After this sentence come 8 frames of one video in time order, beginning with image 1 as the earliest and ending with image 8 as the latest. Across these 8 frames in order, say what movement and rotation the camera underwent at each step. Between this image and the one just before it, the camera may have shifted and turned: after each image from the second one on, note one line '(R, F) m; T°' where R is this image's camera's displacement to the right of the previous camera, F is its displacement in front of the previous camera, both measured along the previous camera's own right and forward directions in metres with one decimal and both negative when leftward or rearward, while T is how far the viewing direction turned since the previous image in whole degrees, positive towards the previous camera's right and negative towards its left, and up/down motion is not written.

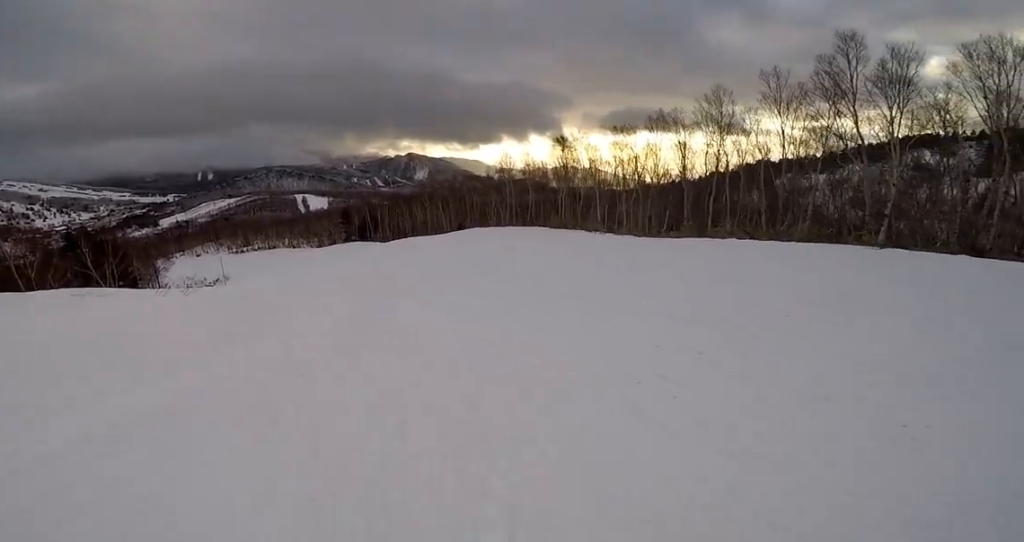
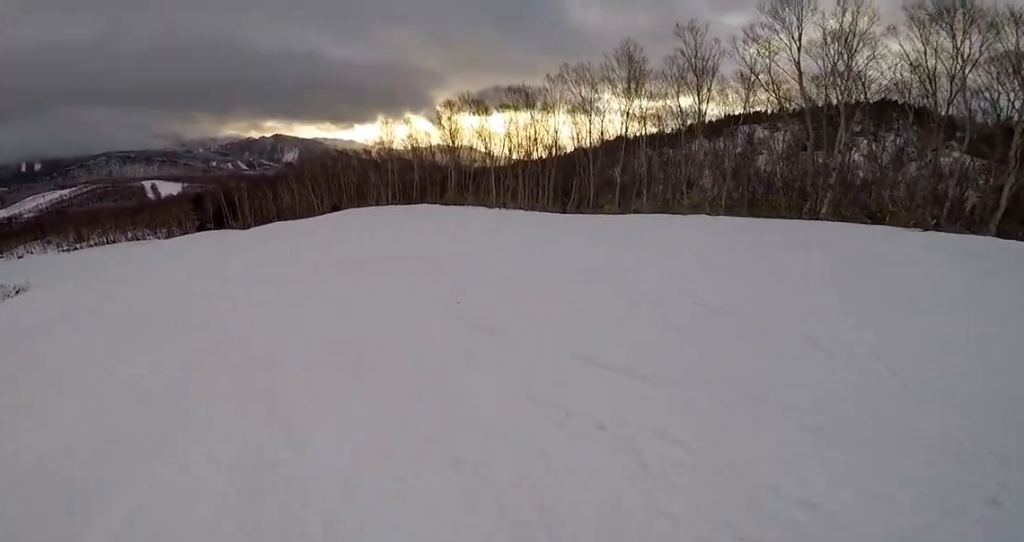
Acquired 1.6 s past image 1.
(+1.6, +5.7) m; +20°
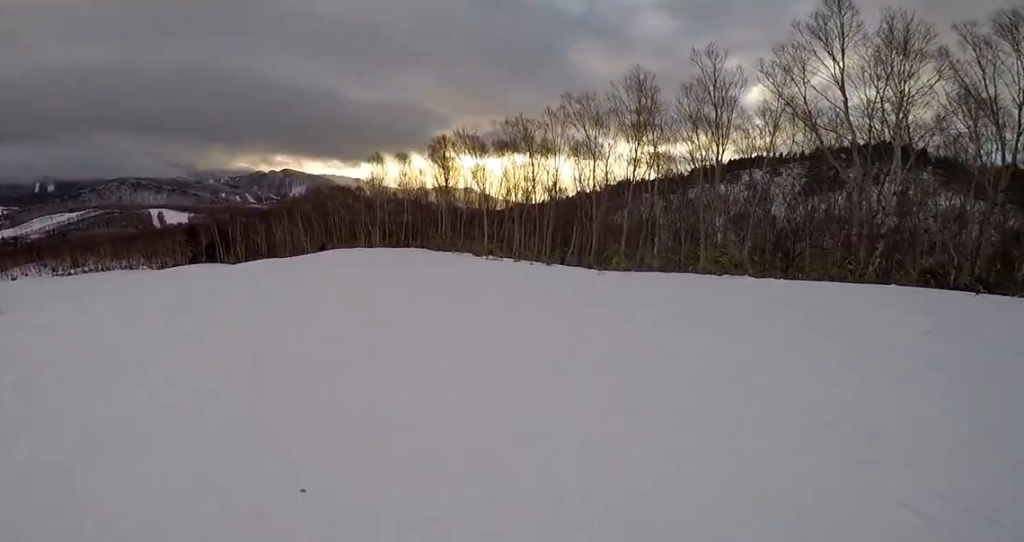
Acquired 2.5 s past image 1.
(+0.5, +3.9) m; +11°
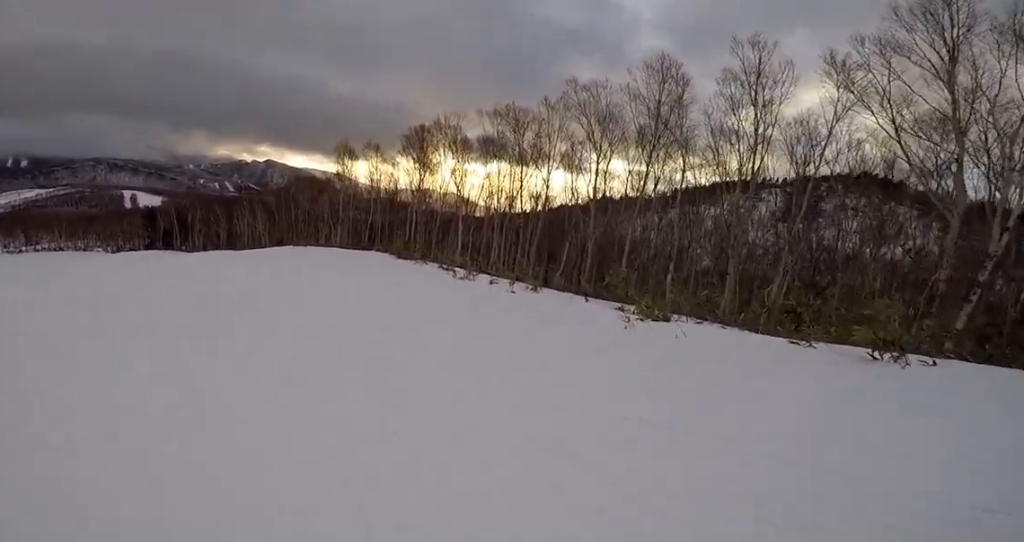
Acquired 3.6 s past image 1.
(0.0, +4.3) m; -22°
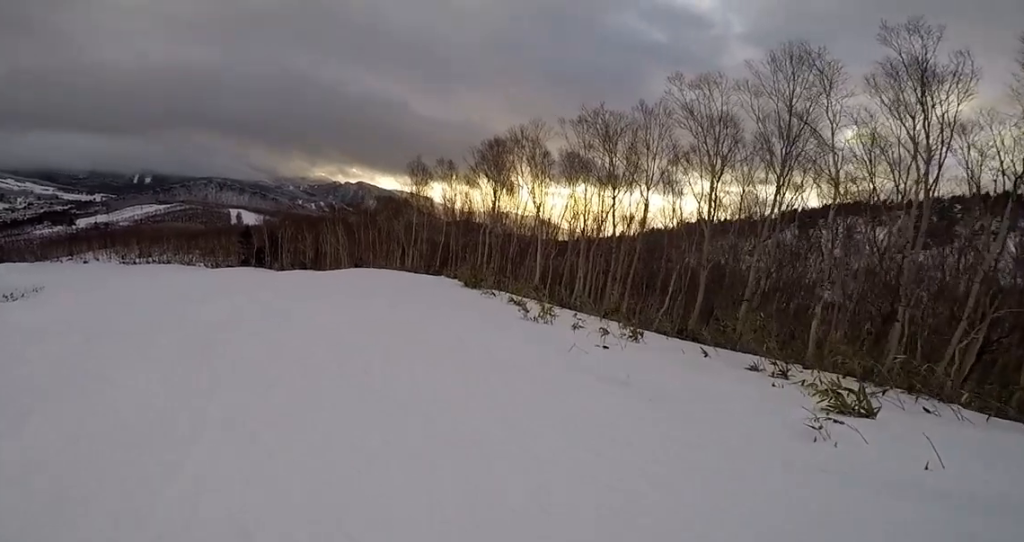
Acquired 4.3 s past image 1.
(-1.0, +3.0) m; -10°
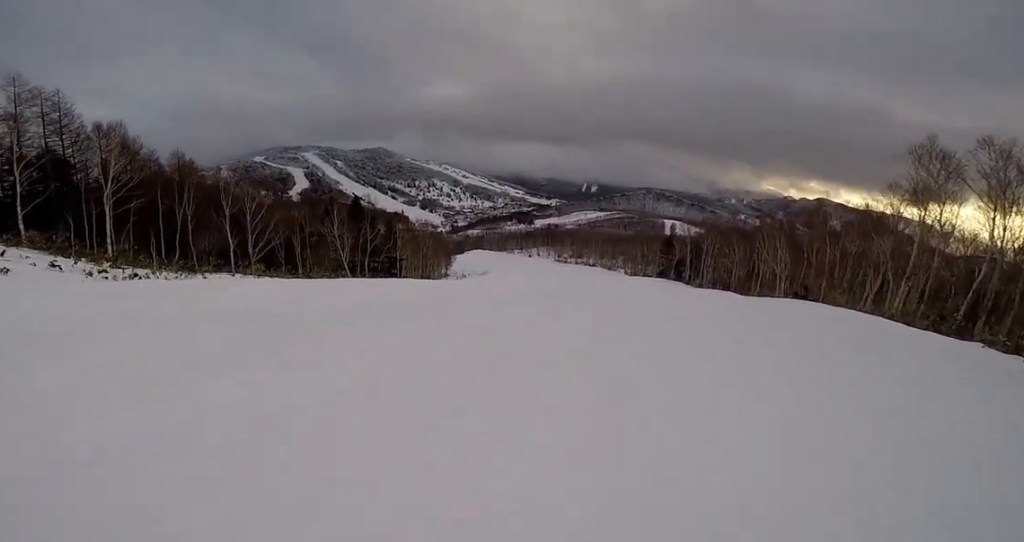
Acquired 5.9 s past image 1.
(-1.7, +7.3) m; -39°
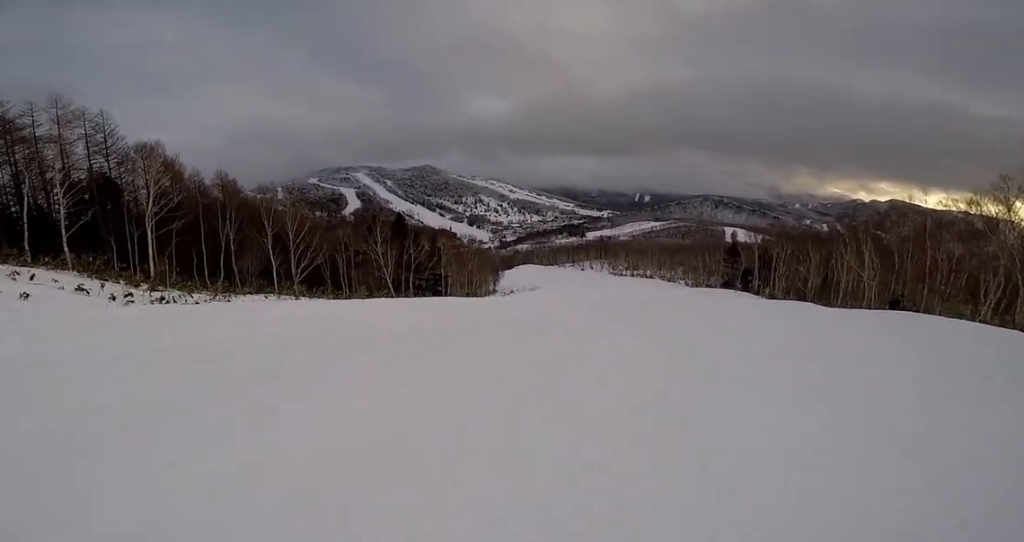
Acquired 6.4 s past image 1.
(-0.6, +2.4) m; -14°
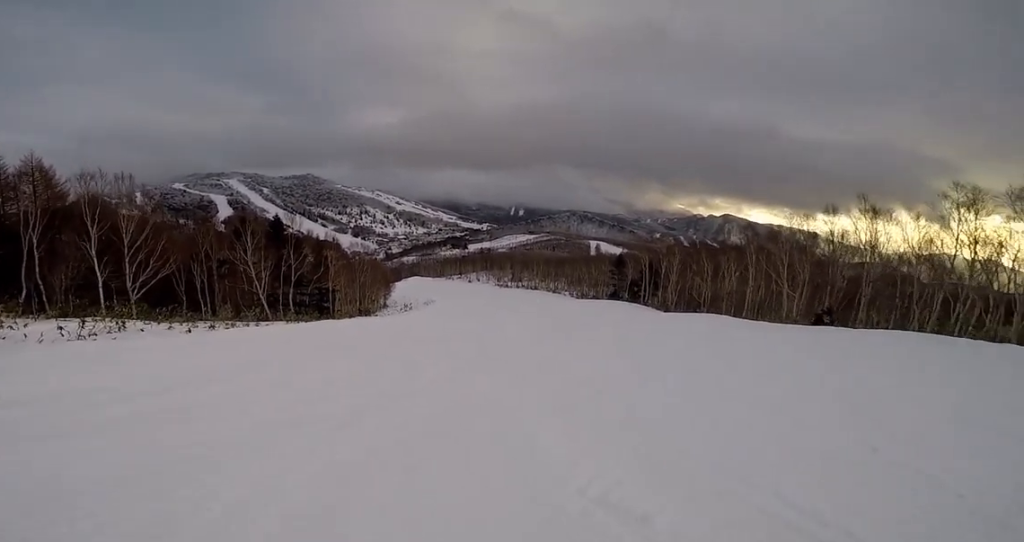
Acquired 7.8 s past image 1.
(-0.3, +7.0) m; +16°
